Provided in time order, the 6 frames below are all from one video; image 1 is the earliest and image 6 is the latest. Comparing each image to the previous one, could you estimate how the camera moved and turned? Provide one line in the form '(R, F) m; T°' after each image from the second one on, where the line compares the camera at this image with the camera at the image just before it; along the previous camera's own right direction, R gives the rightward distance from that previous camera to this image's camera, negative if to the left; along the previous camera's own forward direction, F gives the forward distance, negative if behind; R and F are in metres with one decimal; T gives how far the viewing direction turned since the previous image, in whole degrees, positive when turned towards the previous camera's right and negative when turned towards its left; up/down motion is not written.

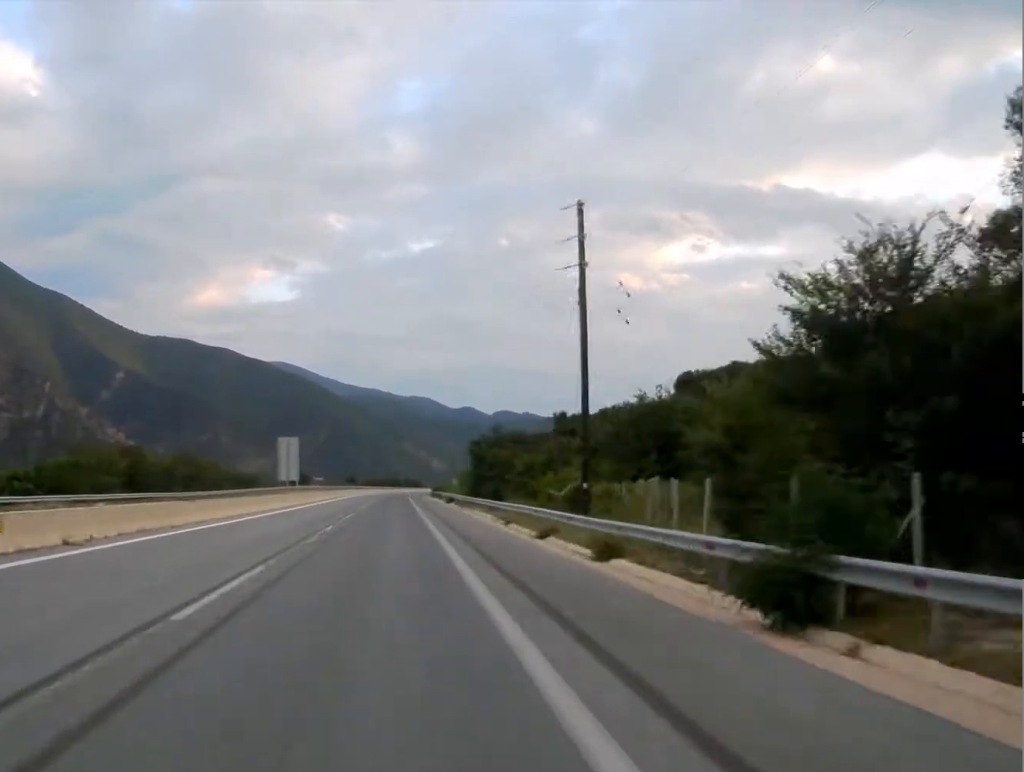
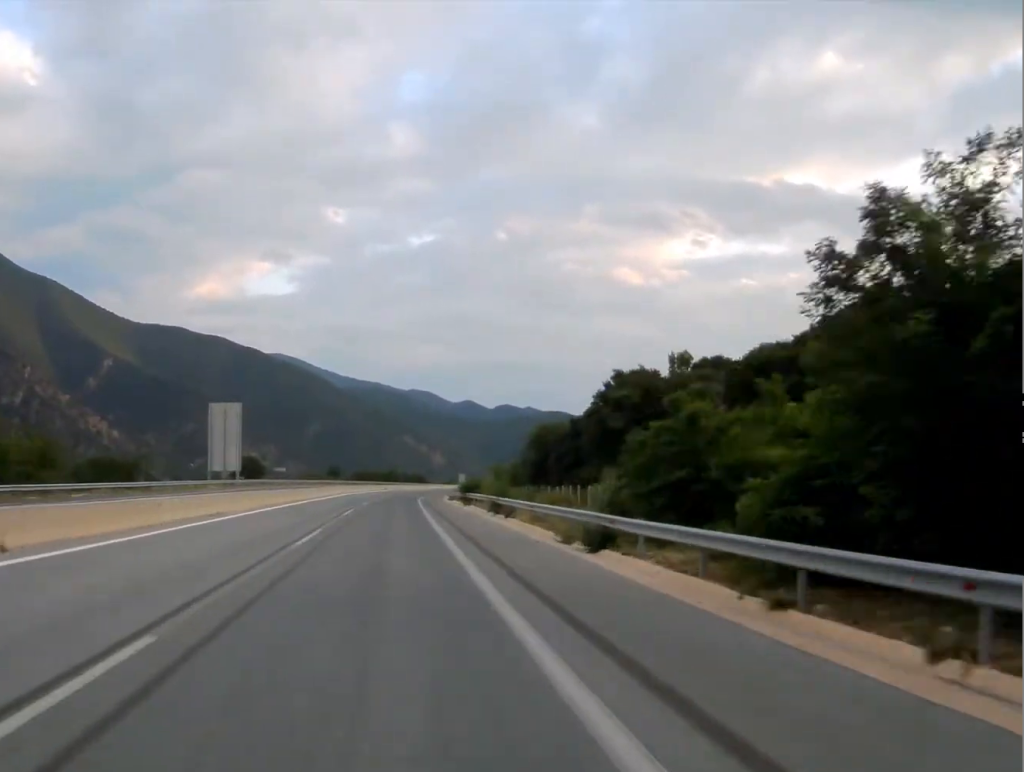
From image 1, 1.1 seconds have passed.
(-0.1, +61.1) m; 0°
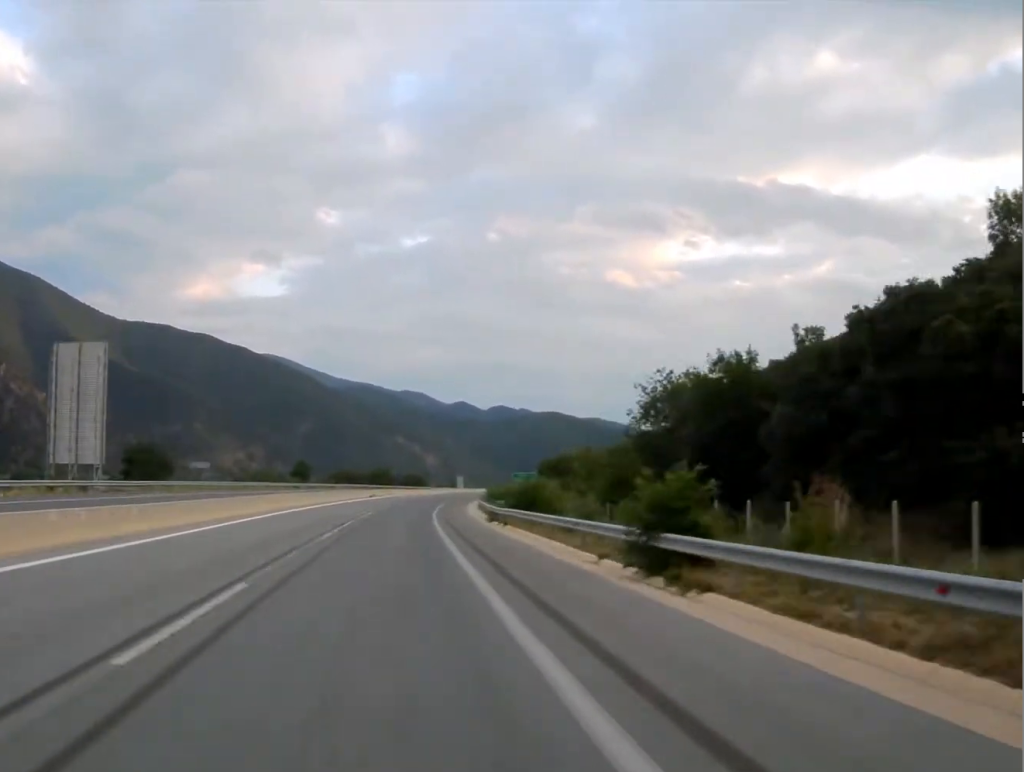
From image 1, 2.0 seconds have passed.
(+0.2, +50.1) m; +1°
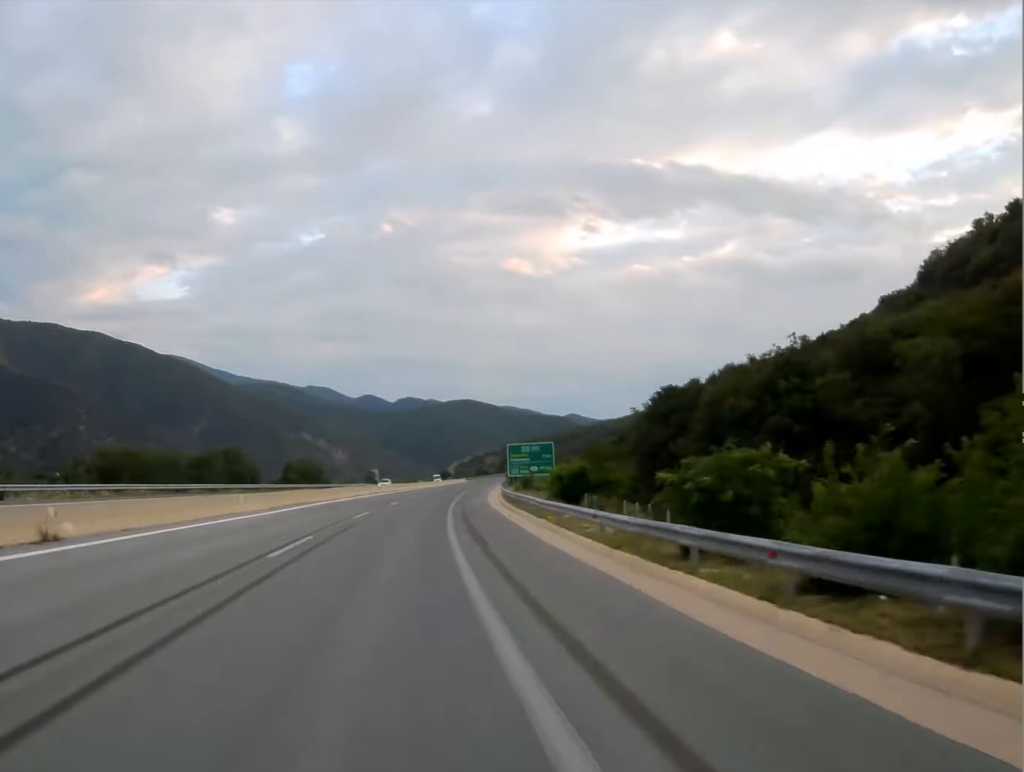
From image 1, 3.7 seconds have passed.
(+4.0, +99.9) m; +6°
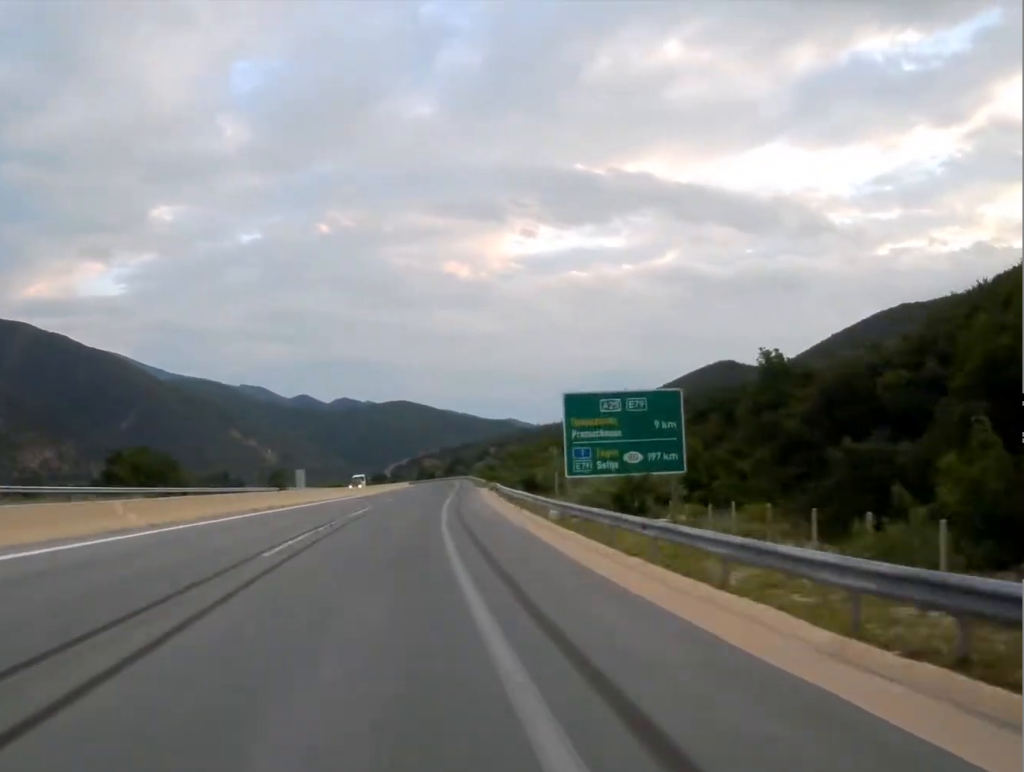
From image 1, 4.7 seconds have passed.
(+2.1, +56.1) m; +4°
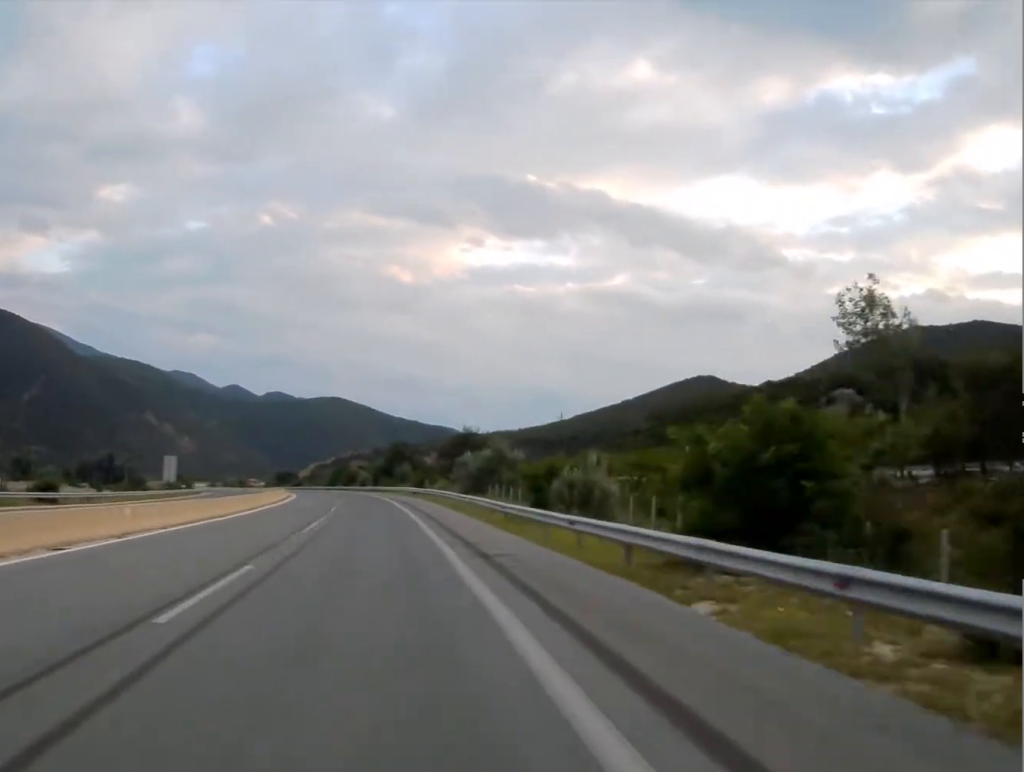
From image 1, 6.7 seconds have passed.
(+4.7, +119.1) m; +2°
